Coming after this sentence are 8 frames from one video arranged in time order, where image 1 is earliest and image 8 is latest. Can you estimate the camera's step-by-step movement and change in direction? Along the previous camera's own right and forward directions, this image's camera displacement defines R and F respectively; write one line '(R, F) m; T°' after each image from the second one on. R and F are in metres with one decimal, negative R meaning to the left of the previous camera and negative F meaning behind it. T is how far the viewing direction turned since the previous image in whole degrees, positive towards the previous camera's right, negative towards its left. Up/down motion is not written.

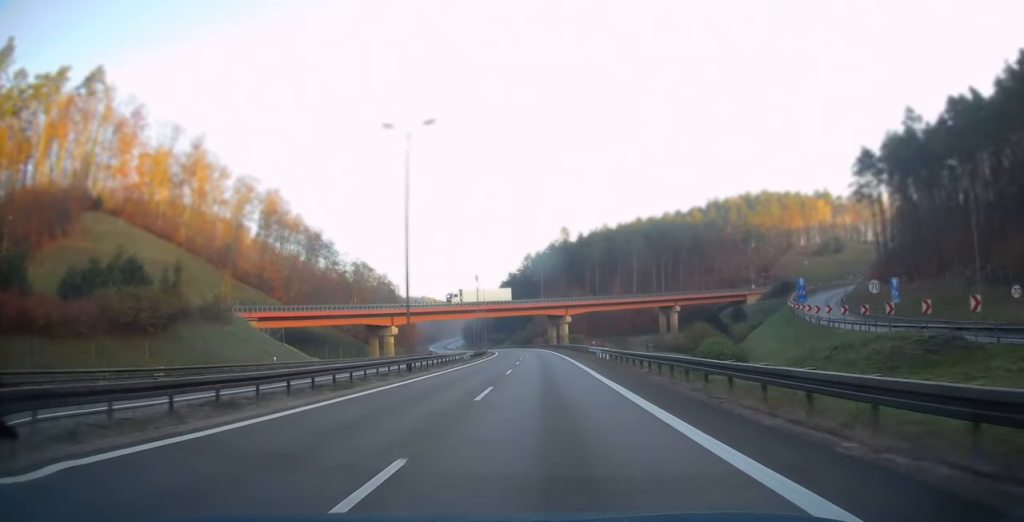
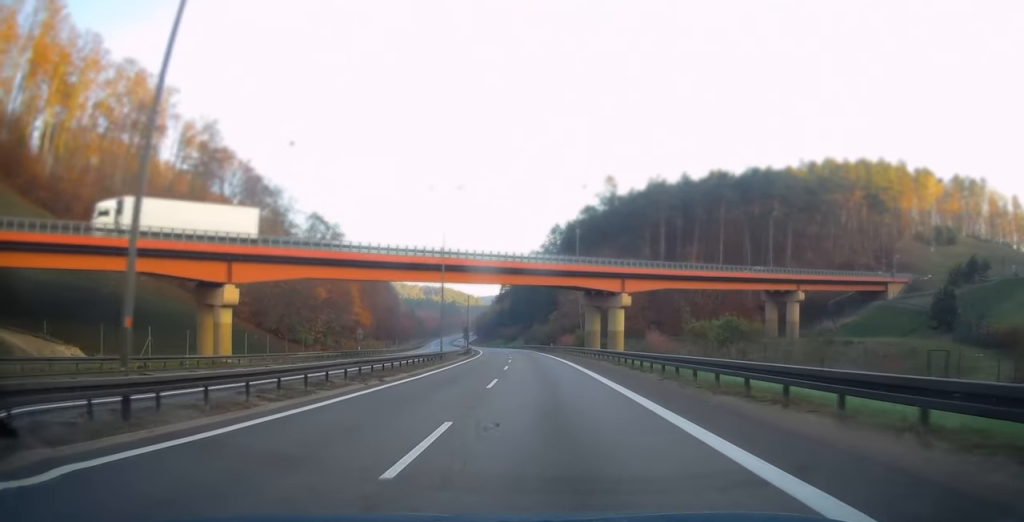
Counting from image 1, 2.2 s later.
(-0.5, +68.6) m; -2°
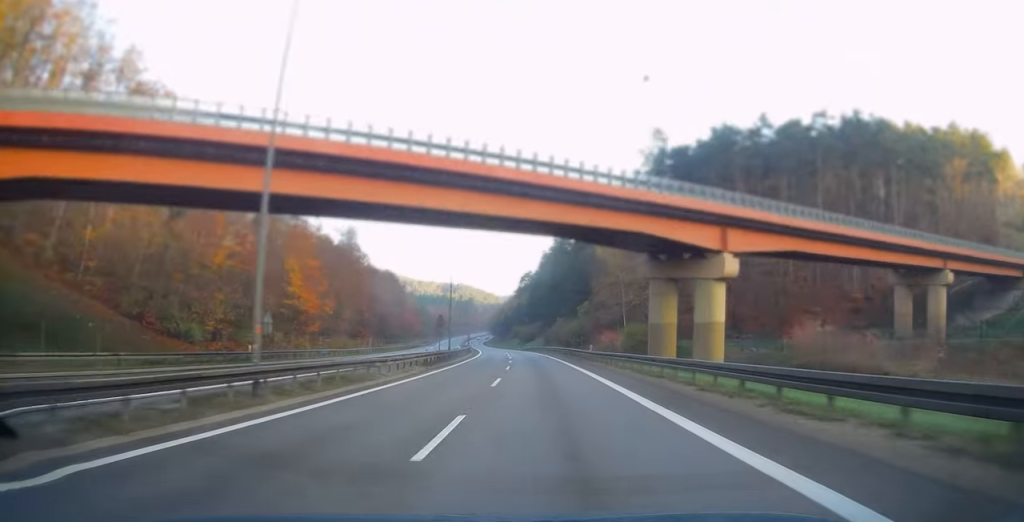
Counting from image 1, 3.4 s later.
(-0.7, +35.4) m; -2°
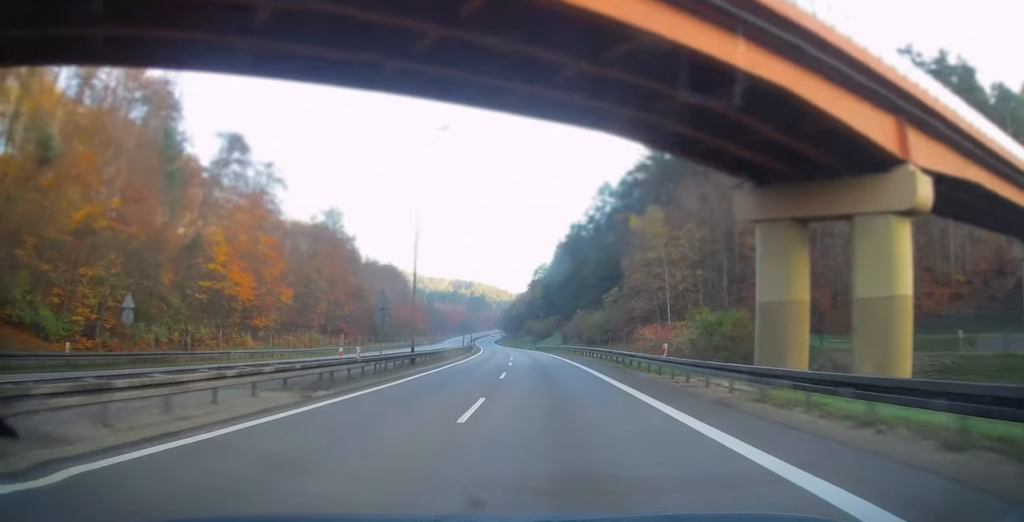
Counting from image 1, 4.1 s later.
(-0.2, +21.0) m; -1°
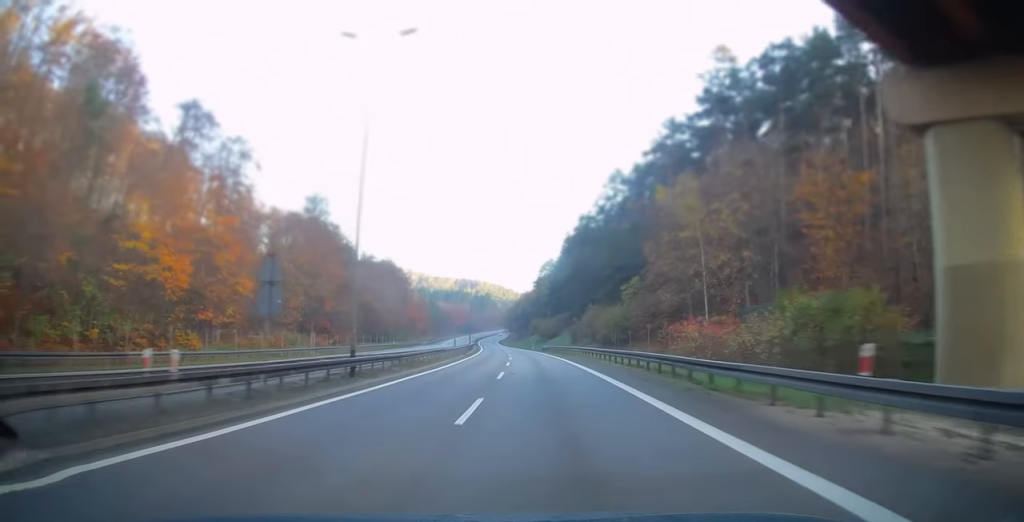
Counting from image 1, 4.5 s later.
(-0.1, +12.3) m; -1°
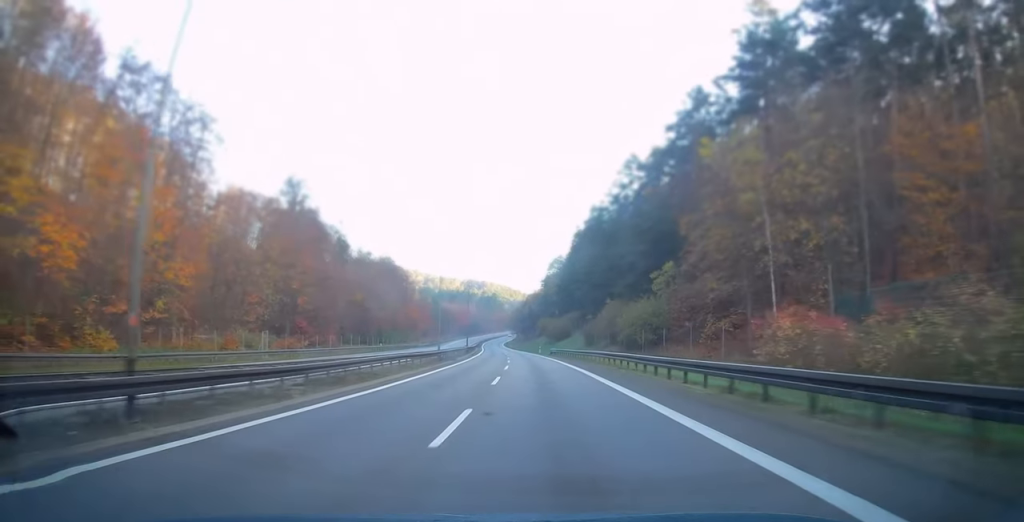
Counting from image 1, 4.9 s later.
(-0.1, +13.8) m; -1°
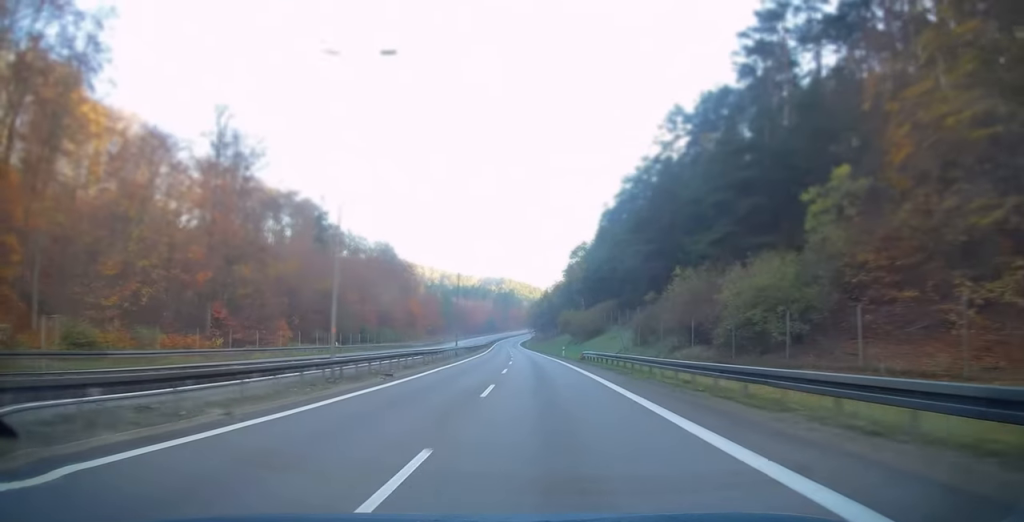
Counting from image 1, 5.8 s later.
(-0.6, +28.6) m; -2°
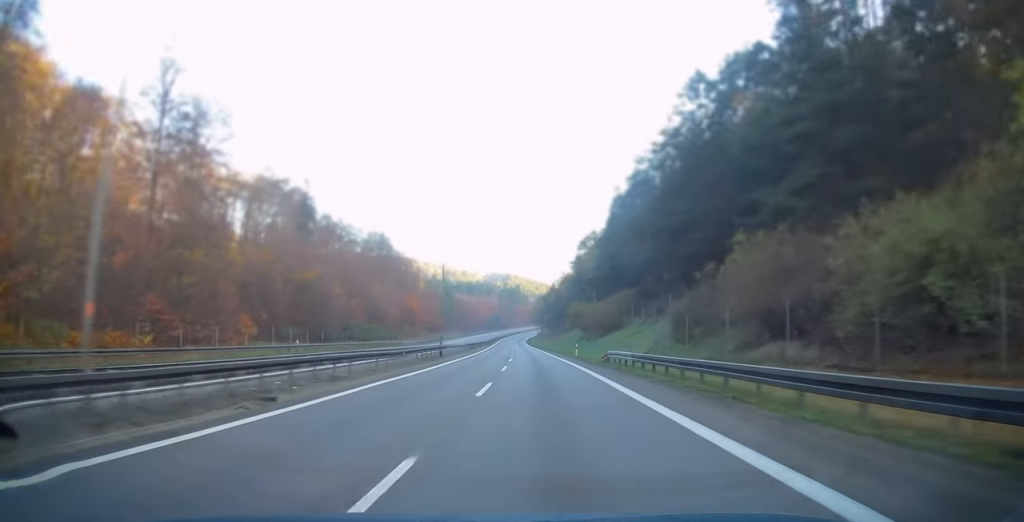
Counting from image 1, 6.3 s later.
(-0.1, +12.8) m; -1°
